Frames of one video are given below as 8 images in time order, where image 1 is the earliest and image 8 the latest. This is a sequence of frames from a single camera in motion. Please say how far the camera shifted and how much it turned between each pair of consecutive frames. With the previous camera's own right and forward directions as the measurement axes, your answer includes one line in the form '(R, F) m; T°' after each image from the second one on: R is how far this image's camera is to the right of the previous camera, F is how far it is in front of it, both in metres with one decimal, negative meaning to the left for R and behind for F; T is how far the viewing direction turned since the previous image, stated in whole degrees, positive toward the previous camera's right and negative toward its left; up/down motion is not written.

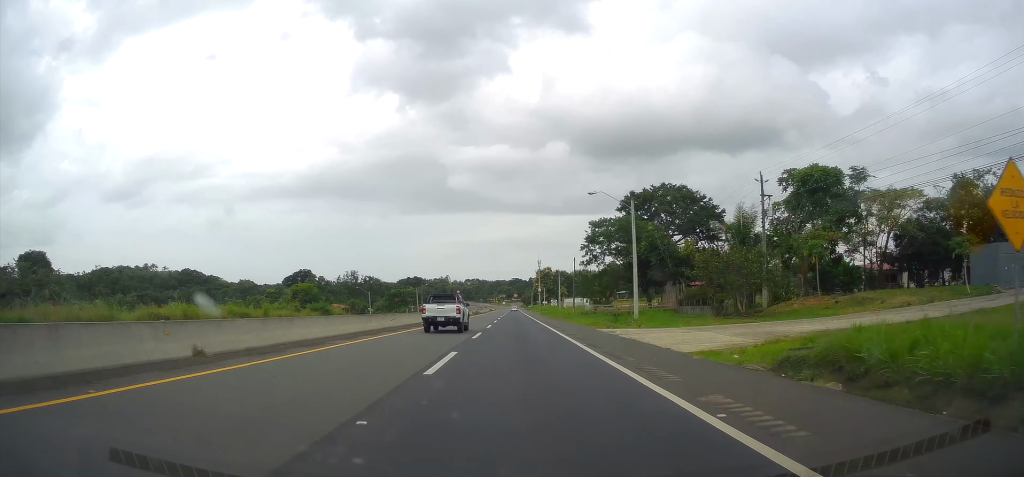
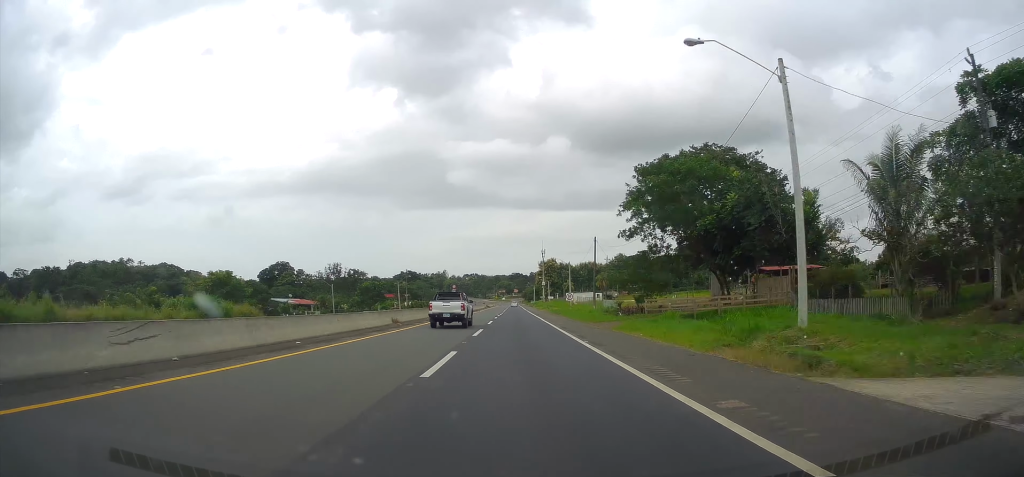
(-0.1, +25.8) m; 0°
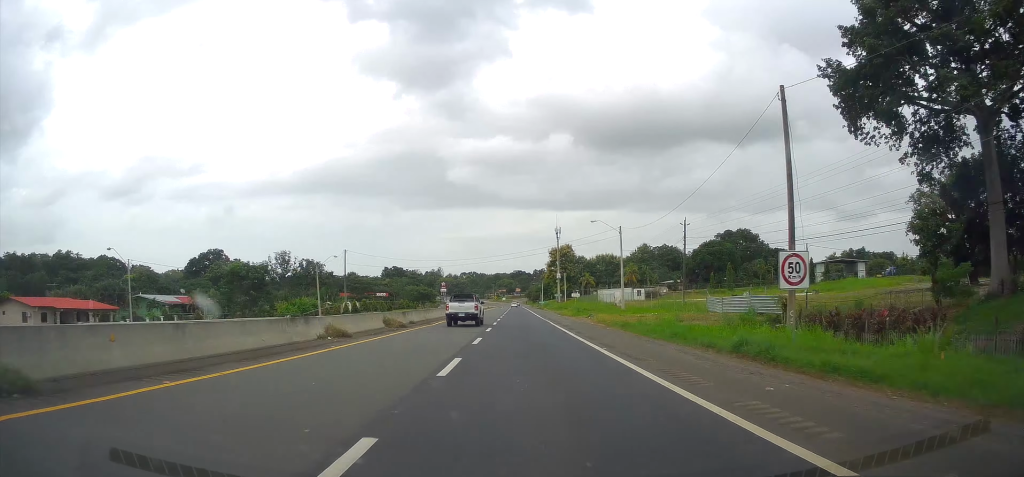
(-0.2, +54.3) m; 0°
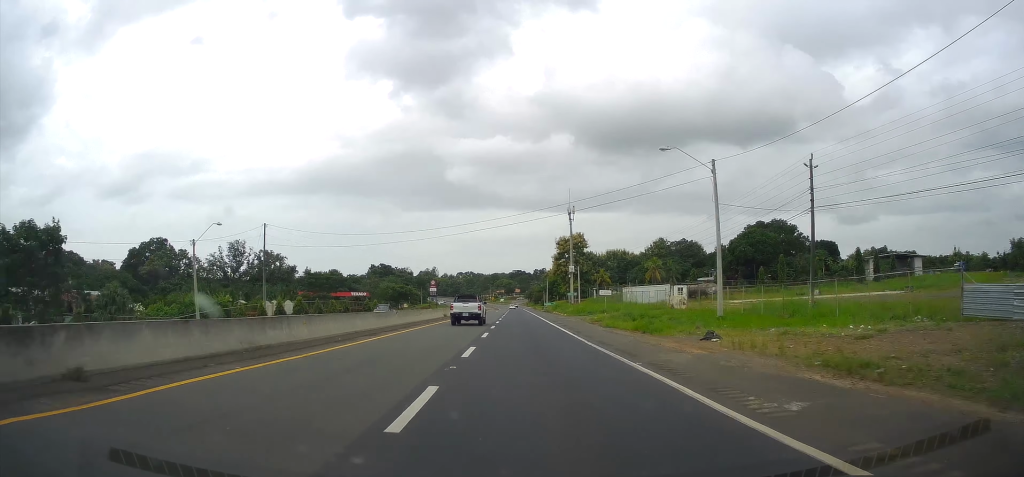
(+0.4, +30.9) m; 0°
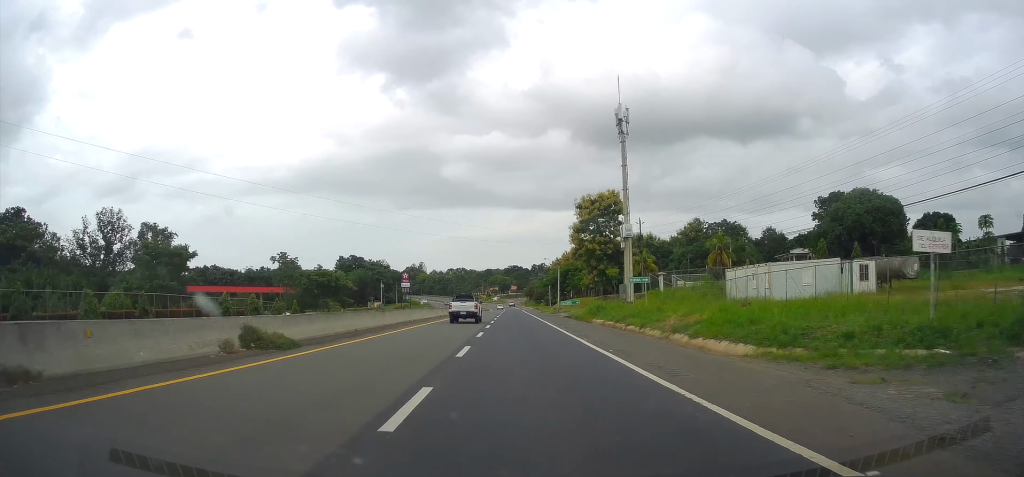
(-0.3, +49.9) m; 0°
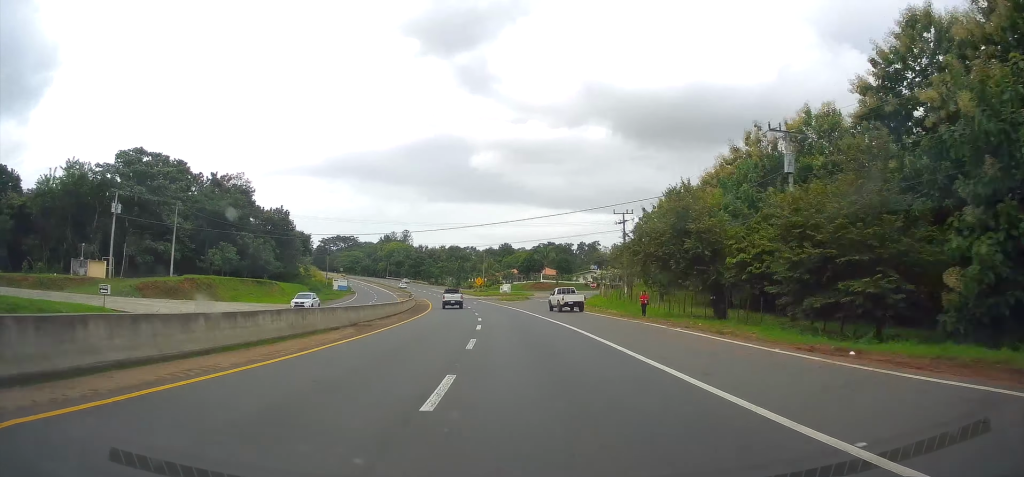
(-1.3, +166.7) m; -2°
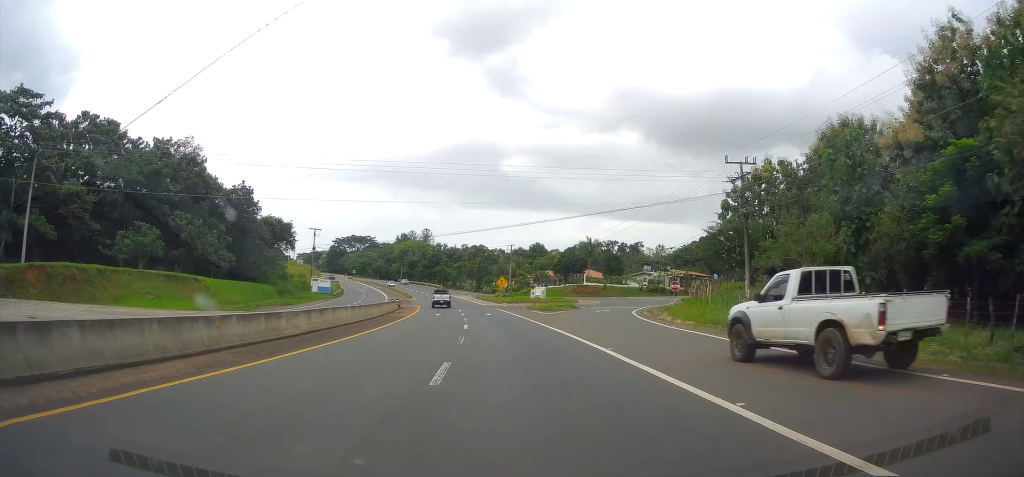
(-0.2, +30.6) m; -2°
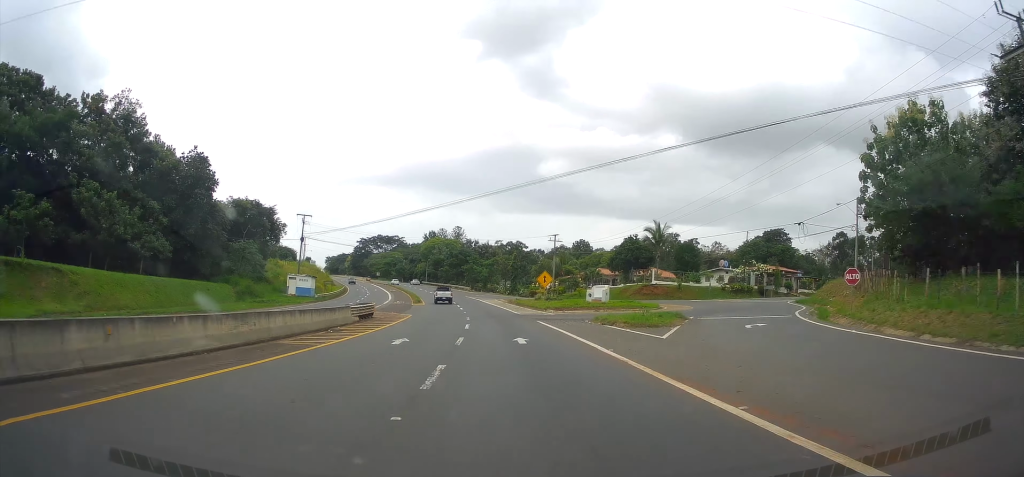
(-0.1, +25.5) m; -2°
